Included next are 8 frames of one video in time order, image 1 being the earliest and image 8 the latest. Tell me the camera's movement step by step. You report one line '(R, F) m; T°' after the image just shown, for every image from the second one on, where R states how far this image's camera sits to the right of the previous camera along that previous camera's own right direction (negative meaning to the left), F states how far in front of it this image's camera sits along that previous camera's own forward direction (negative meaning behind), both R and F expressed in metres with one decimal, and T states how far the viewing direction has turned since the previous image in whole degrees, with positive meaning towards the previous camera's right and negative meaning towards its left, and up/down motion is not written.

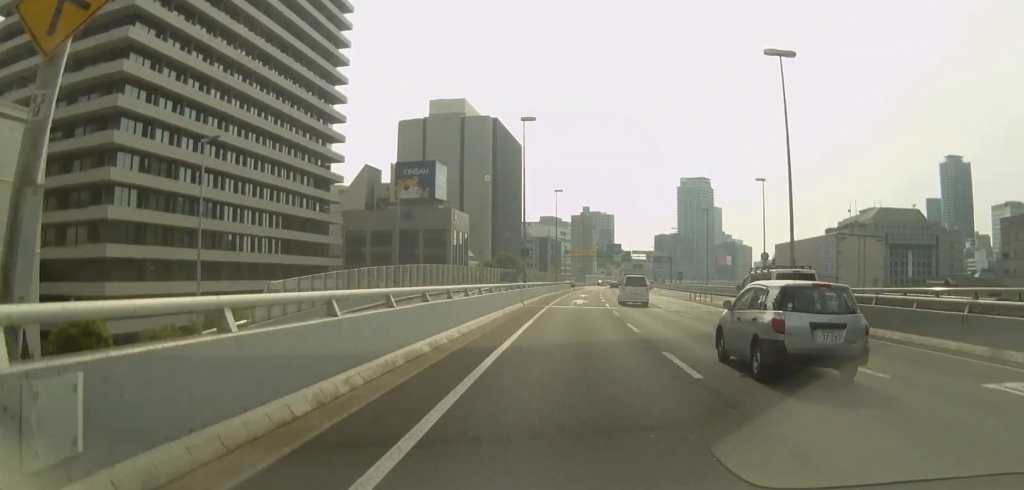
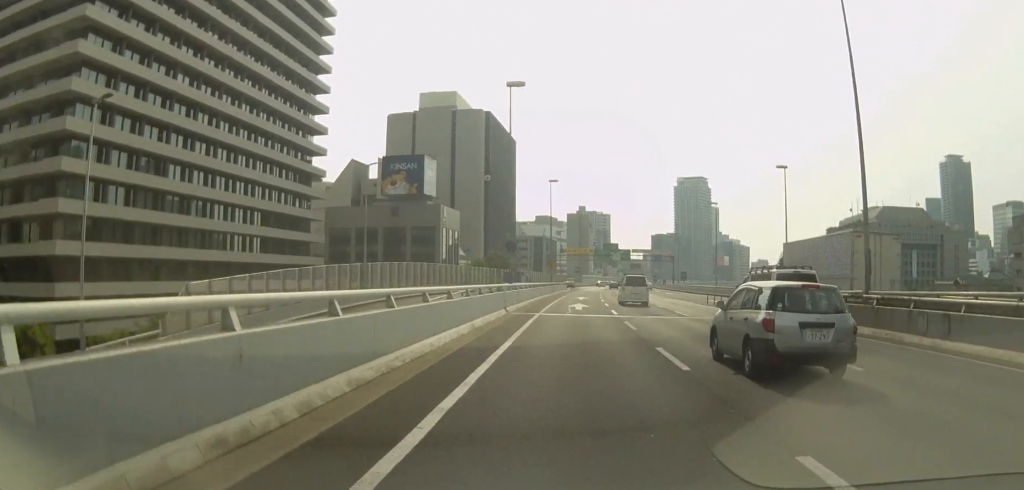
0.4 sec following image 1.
(+0.2, +8.9) m; 0°
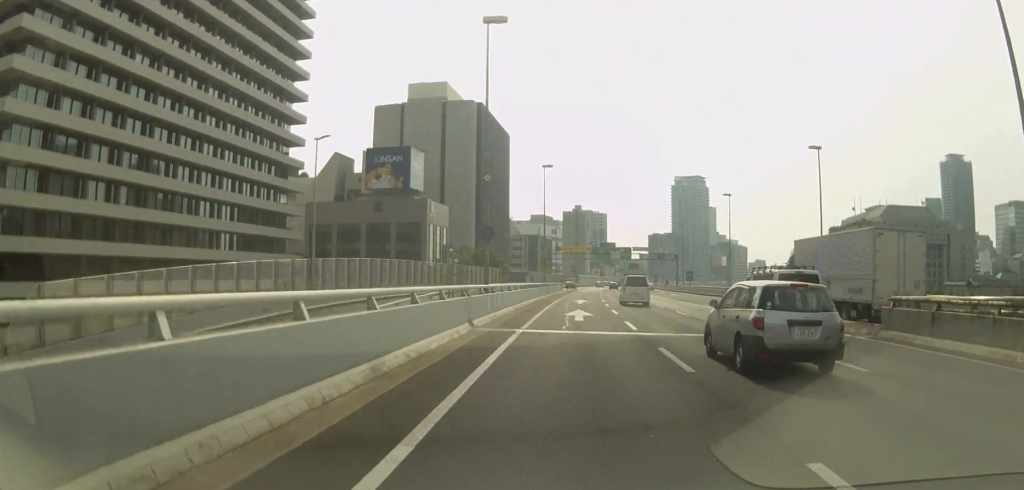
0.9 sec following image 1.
(-0.2, +10.2) m; 0°
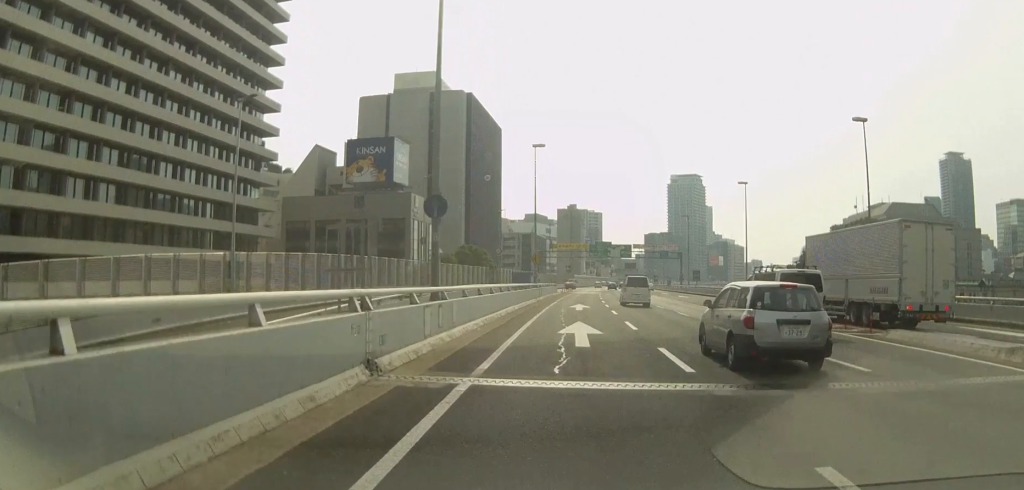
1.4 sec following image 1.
(-0.3, +10.2) m; 0°
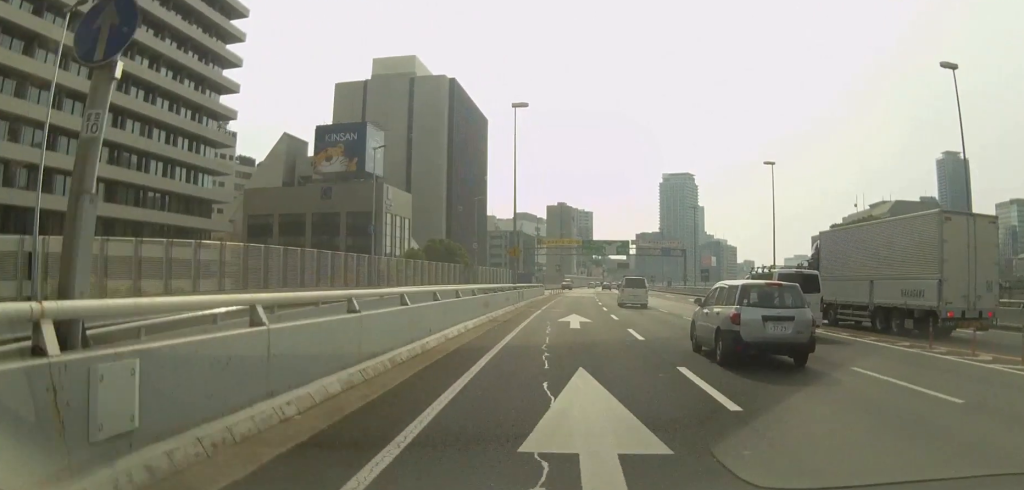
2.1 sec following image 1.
(+0.2, +13.5) m; +1°
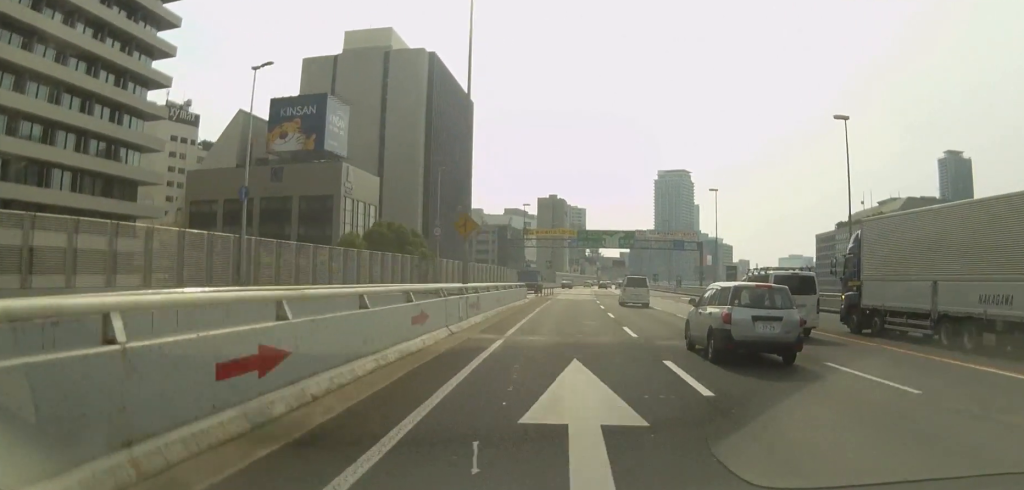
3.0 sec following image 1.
(+0.2, +18.9) m; +1°
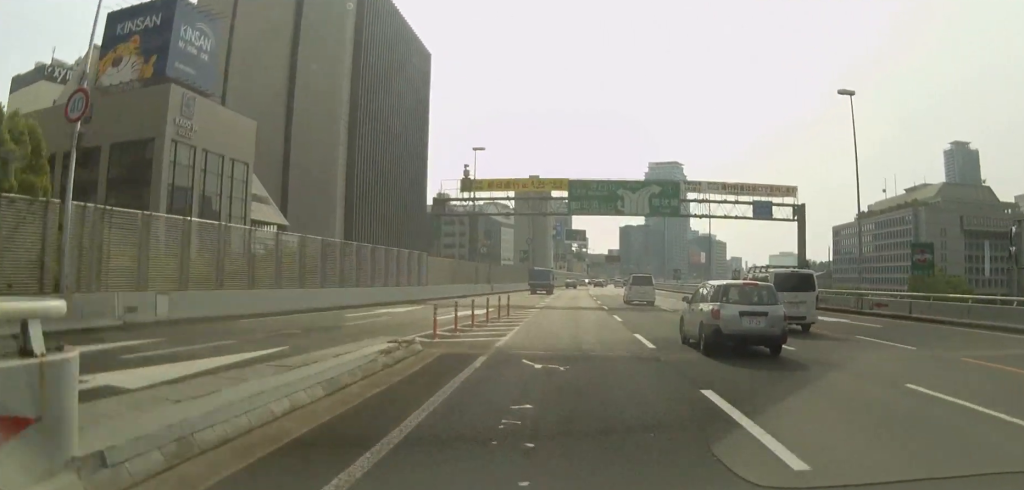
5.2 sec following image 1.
(+0.6, +44.0) m; +1°
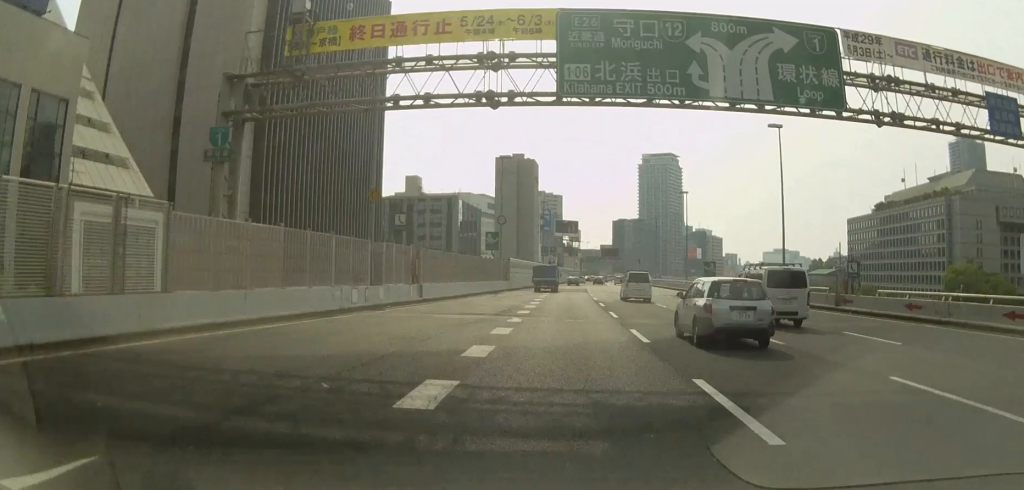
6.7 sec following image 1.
(+0.4, +29.5) m; +2°
